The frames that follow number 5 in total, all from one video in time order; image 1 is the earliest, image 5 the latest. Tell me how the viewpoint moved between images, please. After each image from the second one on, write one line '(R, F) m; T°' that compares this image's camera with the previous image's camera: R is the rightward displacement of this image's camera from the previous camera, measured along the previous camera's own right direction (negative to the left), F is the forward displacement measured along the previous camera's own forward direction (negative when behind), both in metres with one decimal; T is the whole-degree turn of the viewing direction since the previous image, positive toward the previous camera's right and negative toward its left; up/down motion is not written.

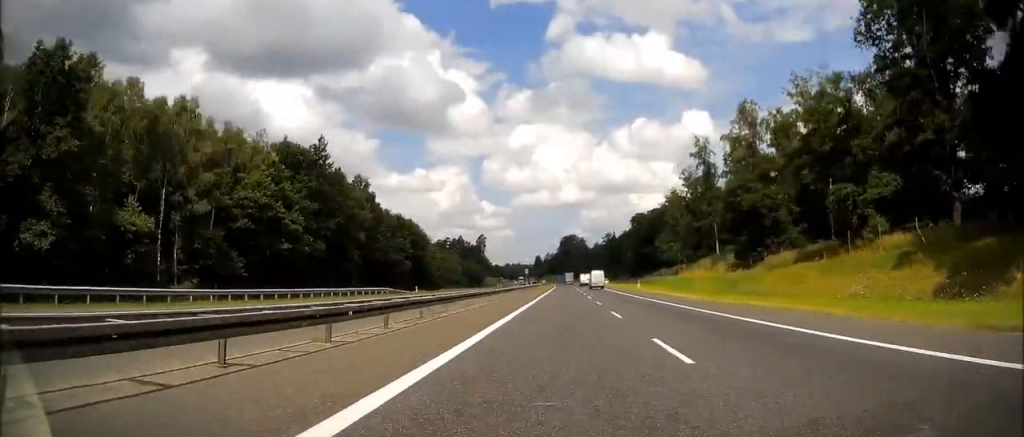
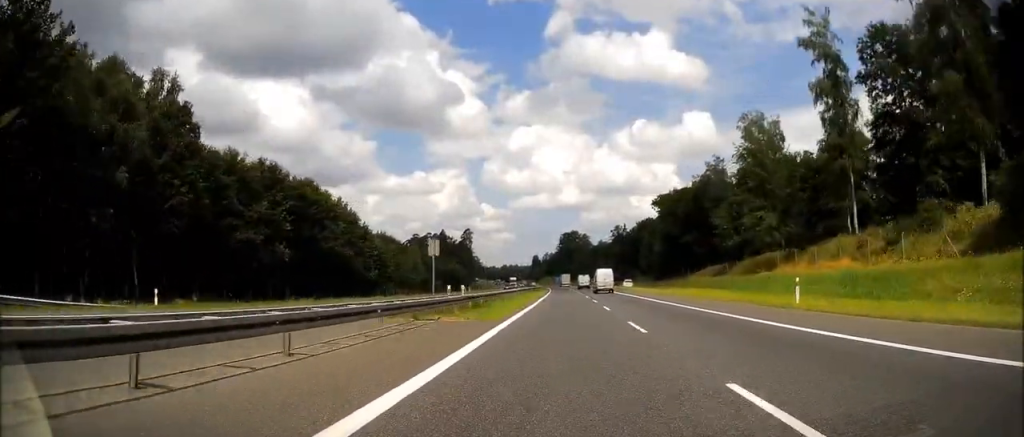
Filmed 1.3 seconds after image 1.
(0.0, +54.6) m; 0°
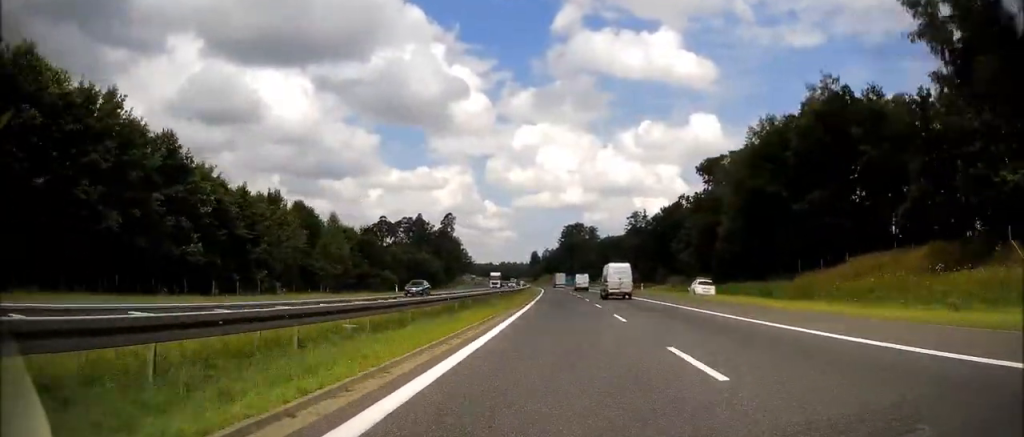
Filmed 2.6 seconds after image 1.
(+0.2, +55.9) m; 0°
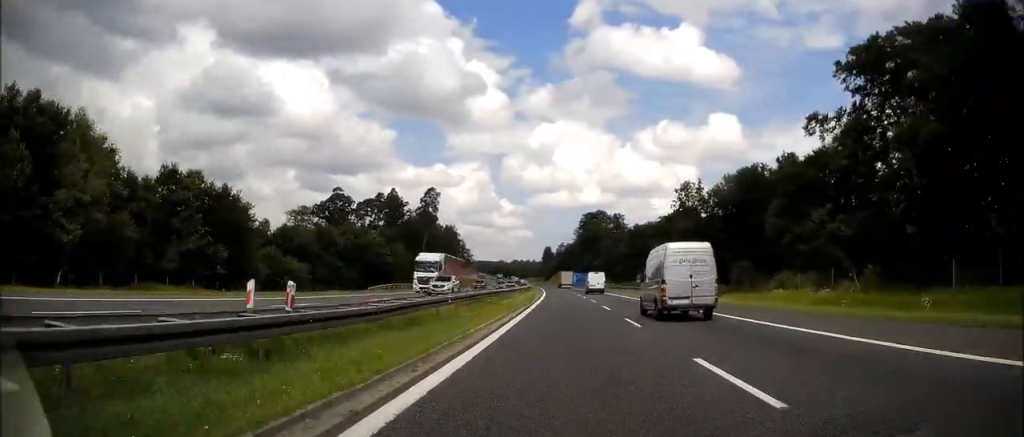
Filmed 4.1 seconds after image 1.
(-0.9, +61.7) m; -2°
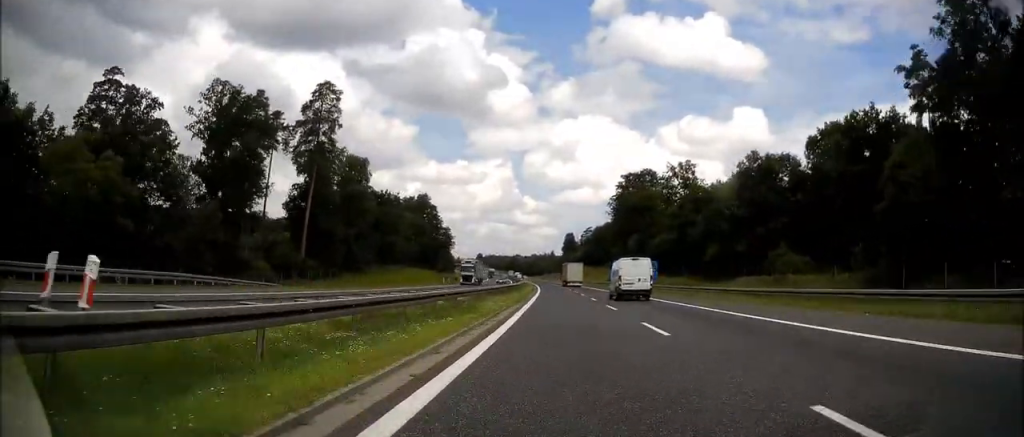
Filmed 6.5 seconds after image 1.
(-1.4, +100.3) m; -2°
